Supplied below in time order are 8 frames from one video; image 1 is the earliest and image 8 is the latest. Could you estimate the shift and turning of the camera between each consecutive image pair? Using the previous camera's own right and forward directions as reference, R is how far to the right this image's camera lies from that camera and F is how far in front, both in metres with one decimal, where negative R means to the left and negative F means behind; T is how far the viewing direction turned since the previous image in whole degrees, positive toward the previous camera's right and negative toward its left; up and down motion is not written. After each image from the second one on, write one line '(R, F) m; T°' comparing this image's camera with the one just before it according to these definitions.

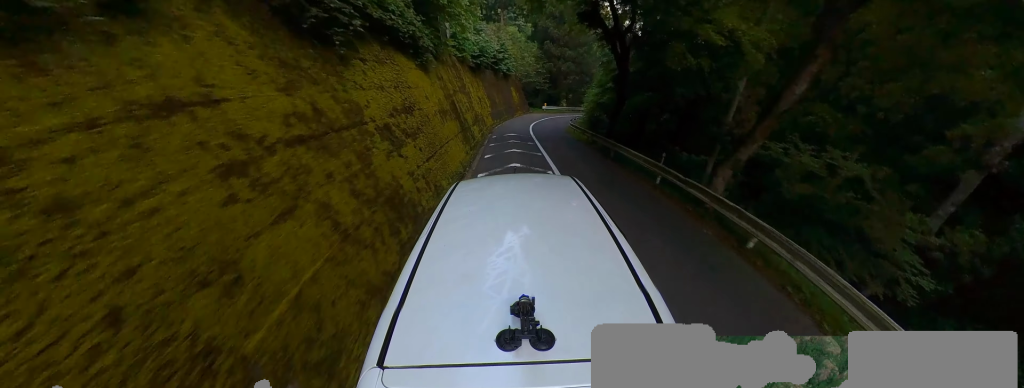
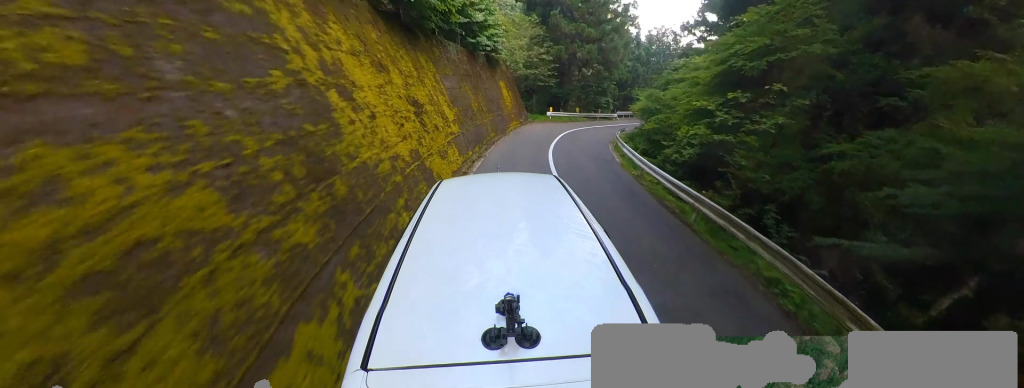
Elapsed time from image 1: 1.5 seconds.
(-0.1, +14.1) m; +4°
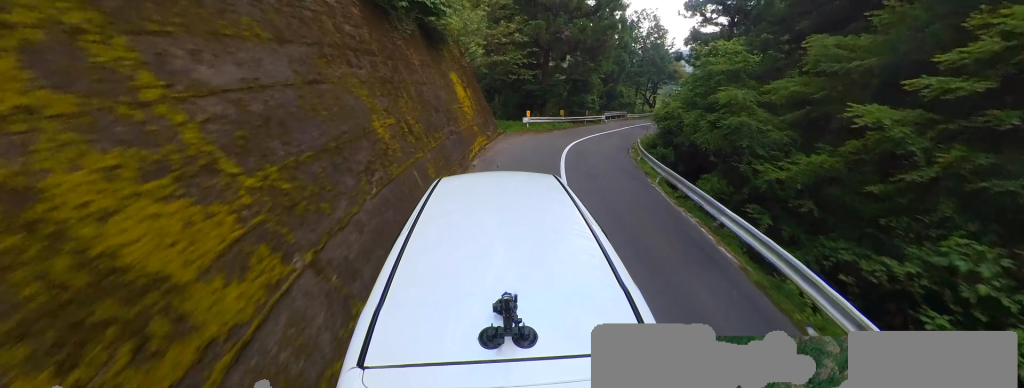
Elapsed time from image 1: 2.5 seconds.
(+1.0, +8.5) m; +4°
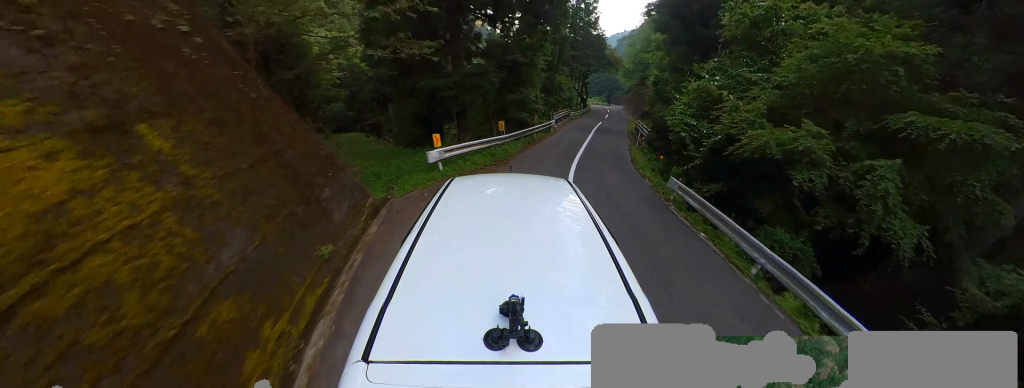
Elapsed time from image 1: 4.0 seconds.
(+0.2, +10.9) m; +14°
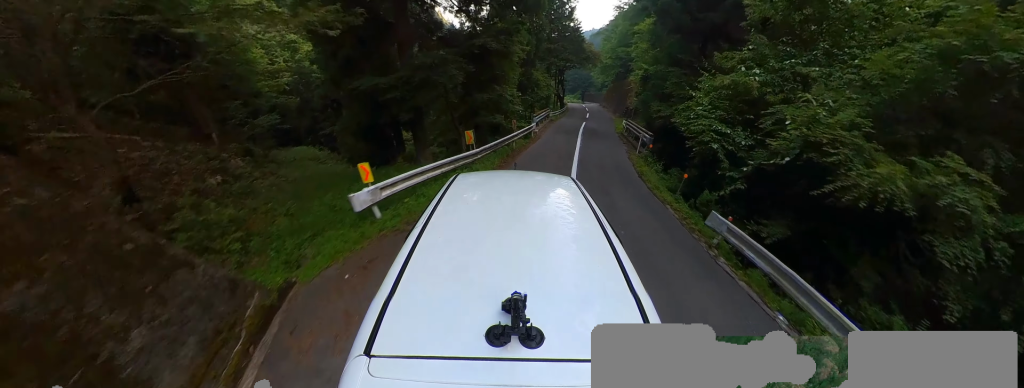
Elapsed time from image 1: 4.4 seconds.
(+0.3, +3.3) m; +10°
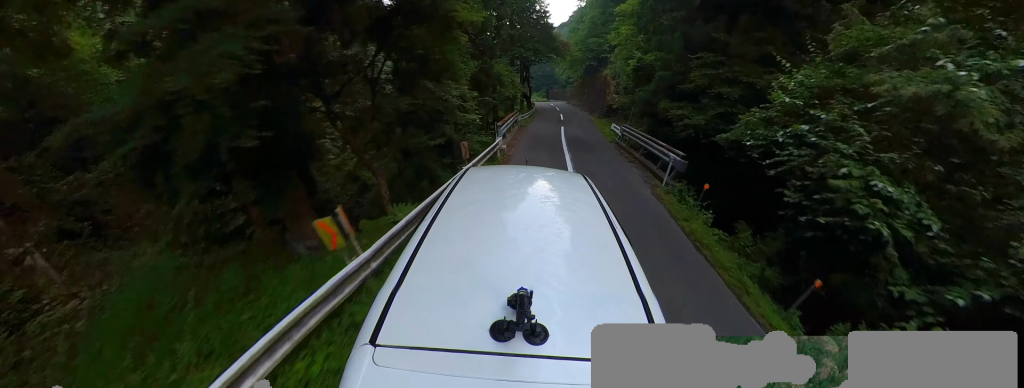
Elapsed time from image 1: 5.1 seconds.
(+0.7, +4.8) m; +7°
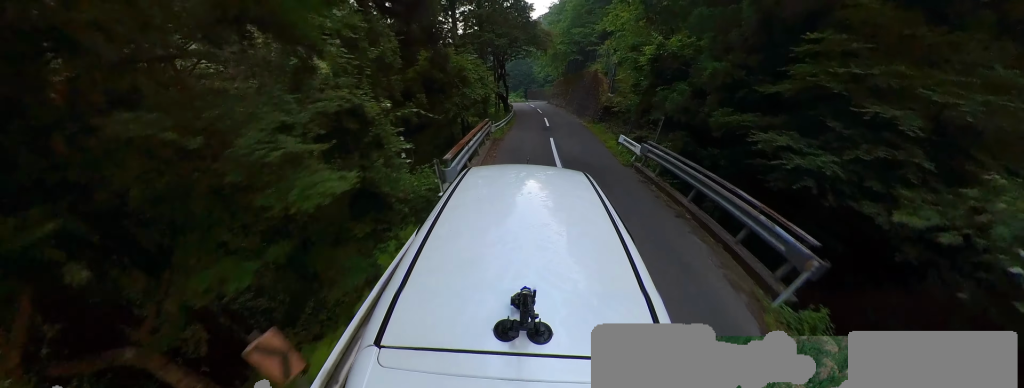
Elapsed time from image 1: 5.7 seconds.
(+0.5, +4.3) m; +2°
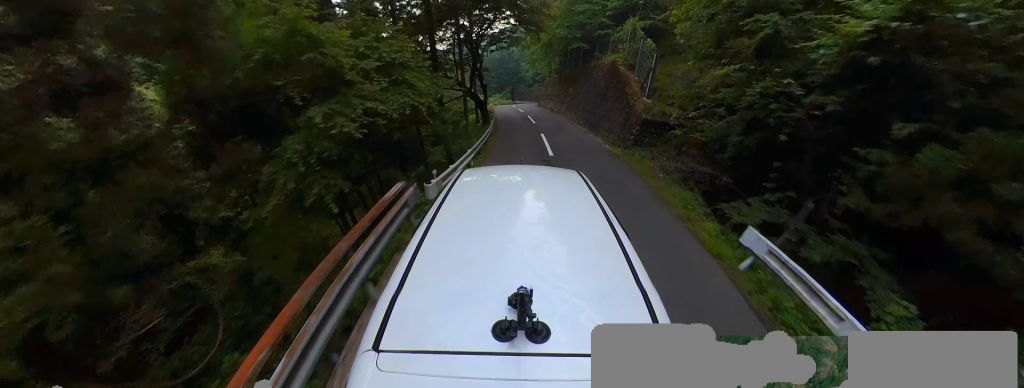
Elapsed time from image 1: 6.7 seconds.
(-0.7, +6.6) m; +4°
